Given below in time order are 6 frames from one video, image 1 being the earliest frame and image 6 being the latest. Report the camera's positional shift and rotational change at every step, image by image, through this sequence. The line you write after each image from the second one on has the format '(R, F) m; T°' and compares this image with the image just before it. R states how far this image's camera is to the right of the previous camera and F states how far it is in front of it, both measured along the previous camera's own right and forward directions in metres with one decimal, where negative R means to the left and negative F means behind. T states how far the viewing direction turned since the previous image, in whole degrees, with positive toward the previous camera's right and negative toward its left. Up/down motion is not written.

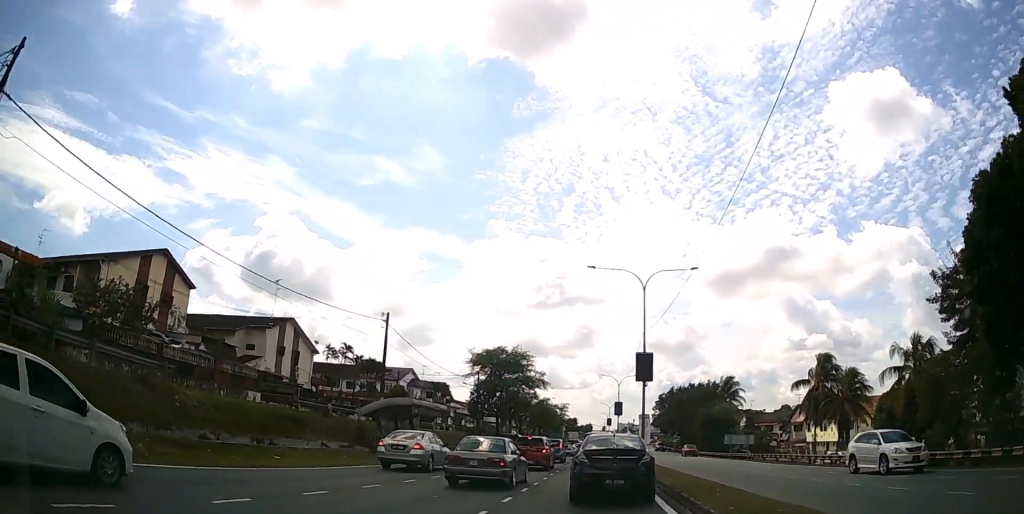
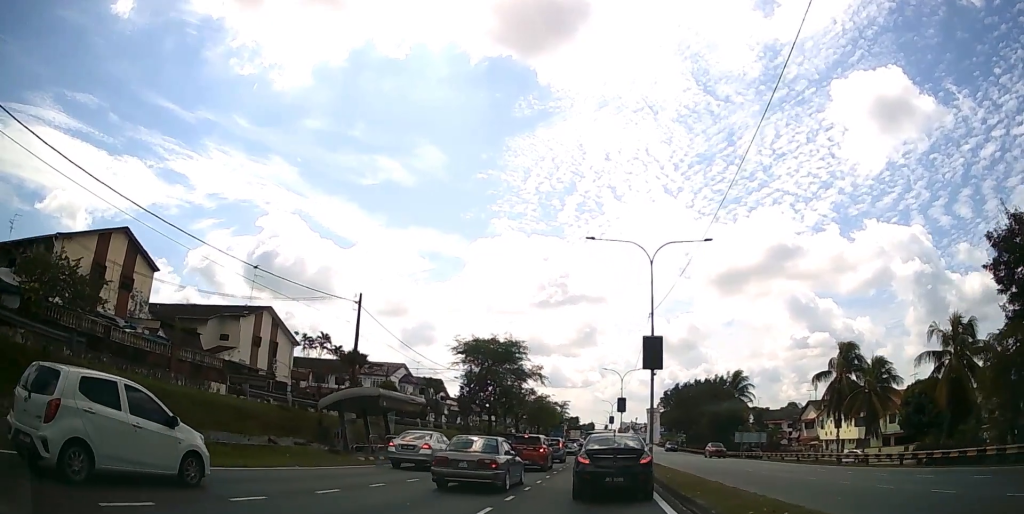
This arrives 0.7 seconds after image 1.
(0.0, +4.9) m; -1°
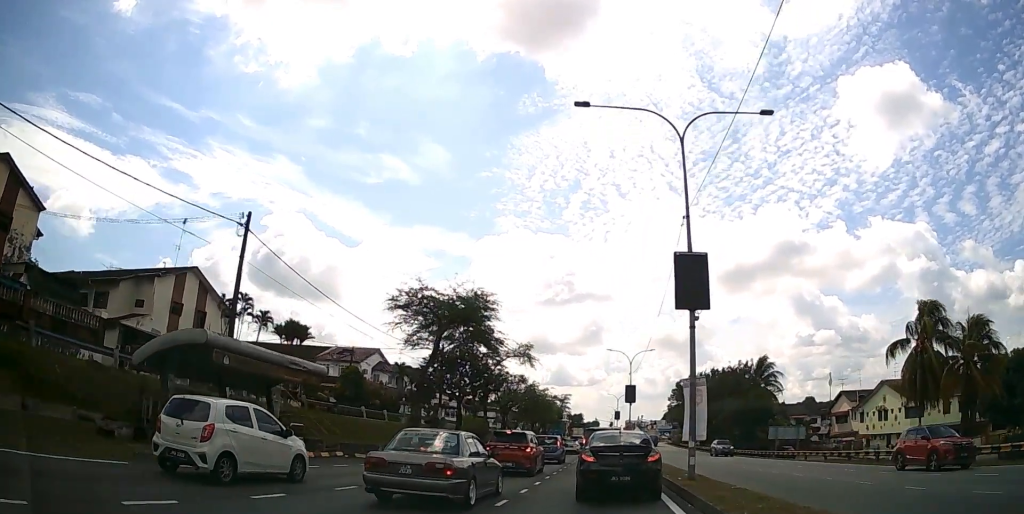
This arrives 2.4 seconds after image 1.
(-0.2, +12.6) m; -1°
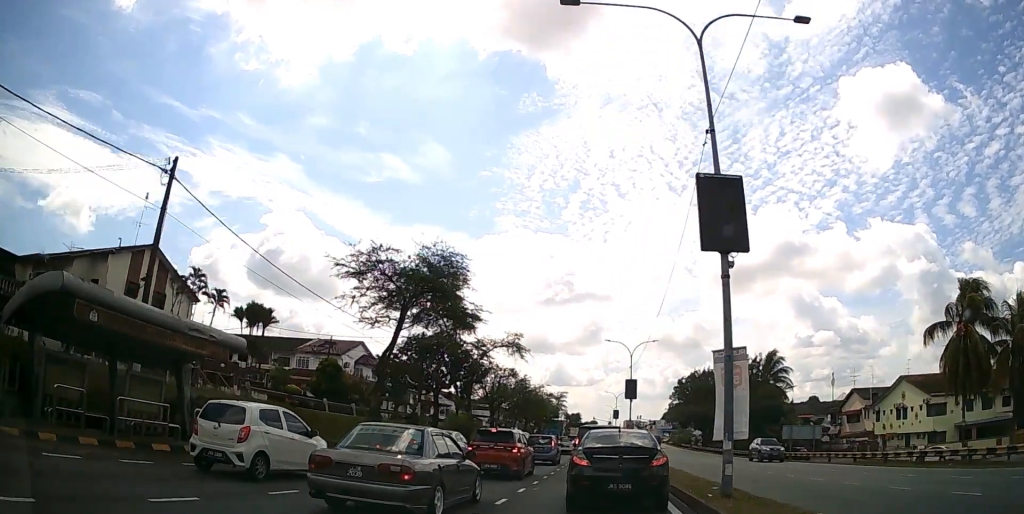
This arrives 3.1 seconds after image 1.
(0.0, +4.7) m; 0°
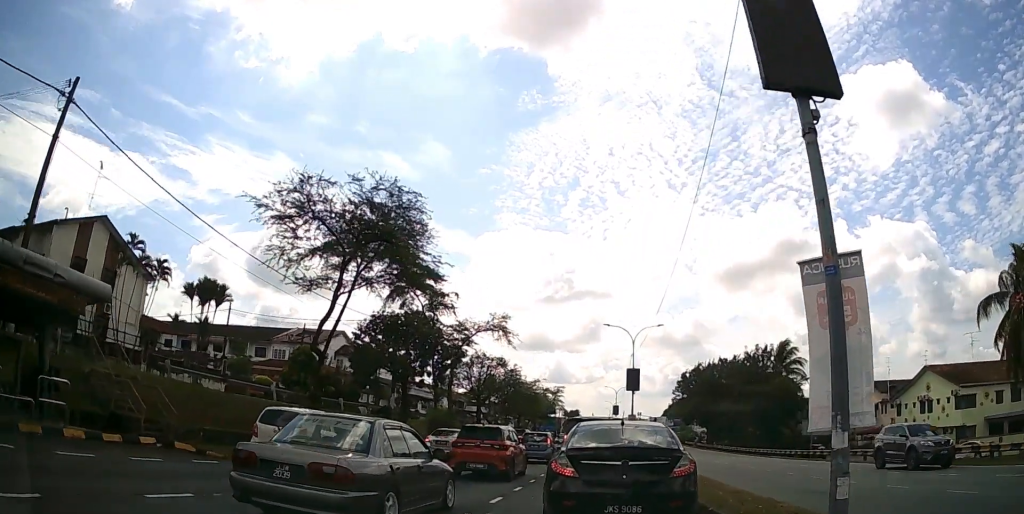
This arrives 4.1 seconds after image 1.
(0.0, +5.6) m; -2°
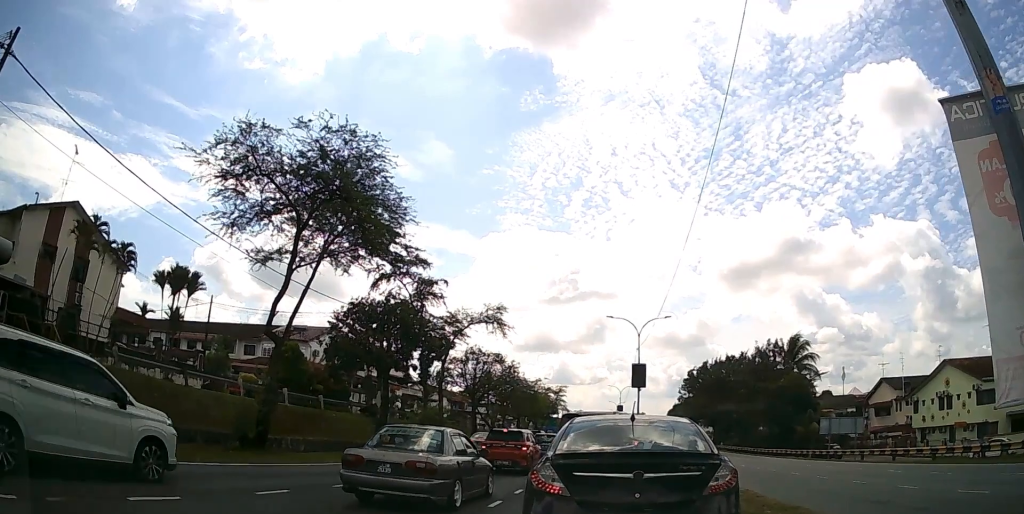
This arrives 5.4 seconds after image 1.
(-0.1, +3.0) m; -3°
